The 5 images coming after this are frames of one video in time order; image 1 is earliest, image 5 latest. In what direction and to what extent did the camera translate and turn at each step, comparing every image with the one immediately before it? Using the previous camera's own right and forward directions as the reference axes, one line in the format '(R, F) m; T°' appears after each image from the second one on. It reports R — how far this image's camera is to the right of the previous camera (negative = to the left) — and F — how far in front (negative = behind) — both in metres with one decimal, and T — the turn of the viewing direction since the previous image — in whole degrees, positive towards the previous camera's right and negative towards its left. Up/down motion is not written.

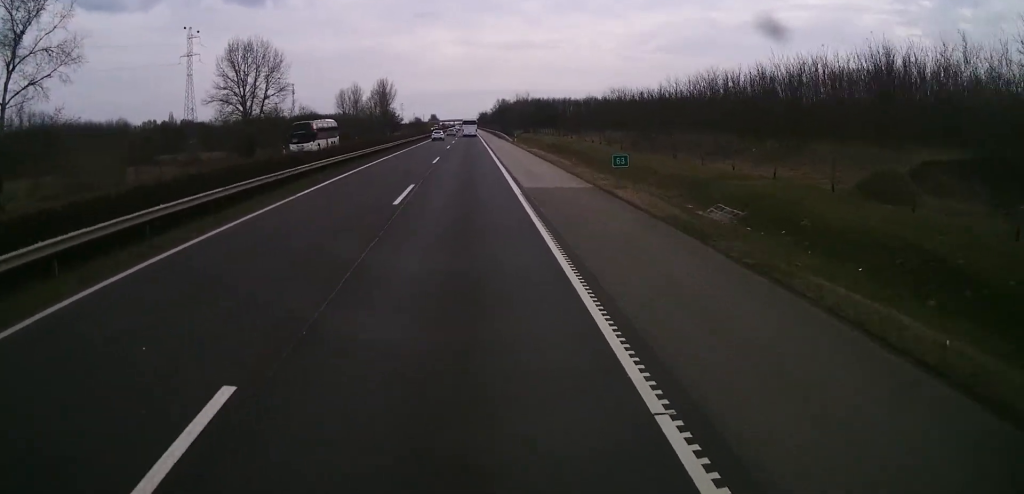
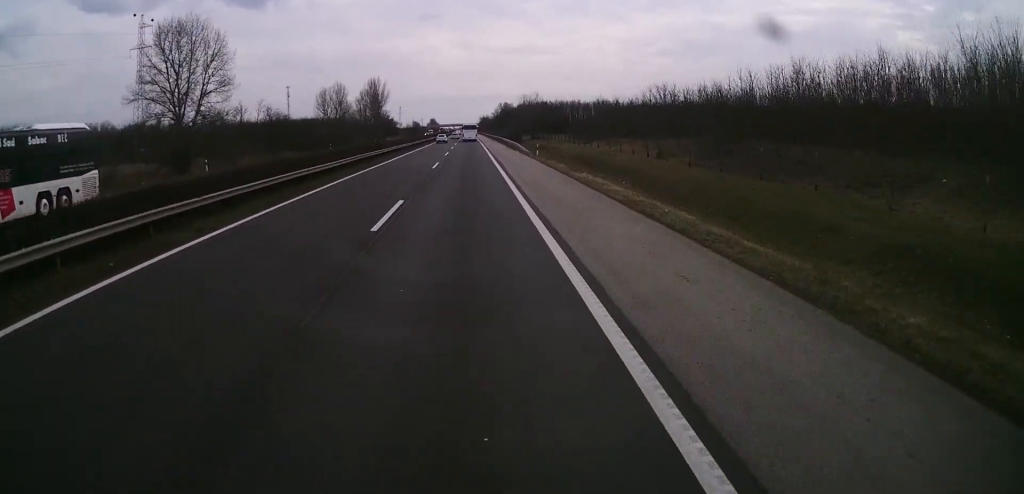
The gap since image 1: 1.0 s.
(+0.1, +23.9) m; -1°
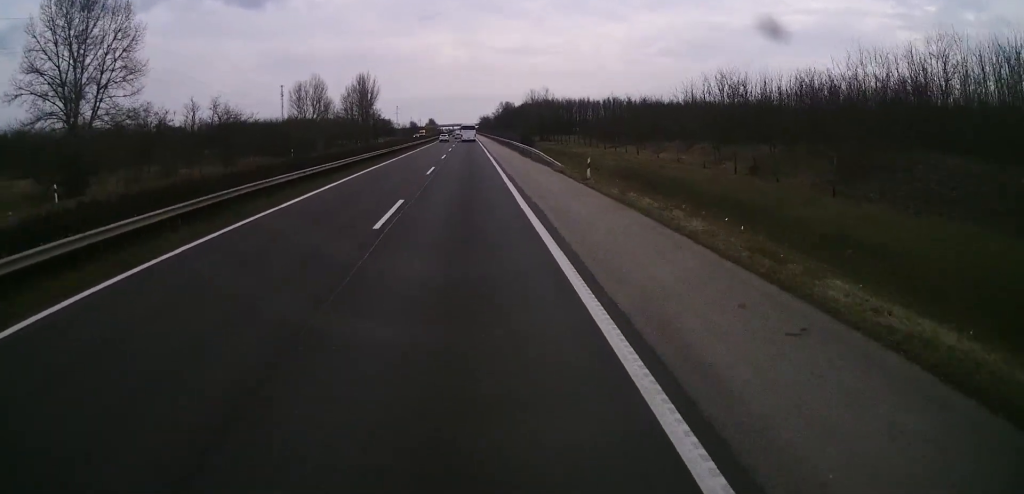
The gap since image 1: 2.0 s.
(-0.3, +22.4) m; +1°
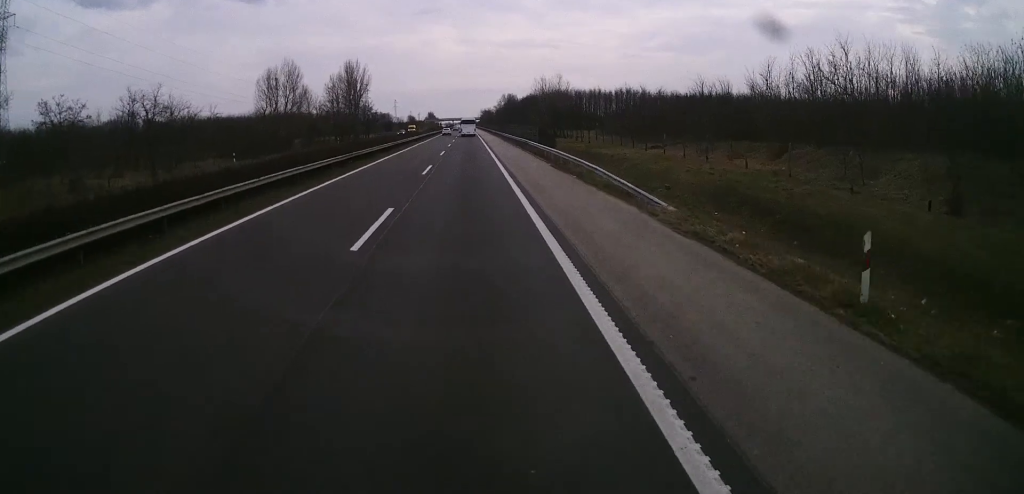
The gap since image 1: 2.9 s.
(+0.5, +20.9) m; 0°
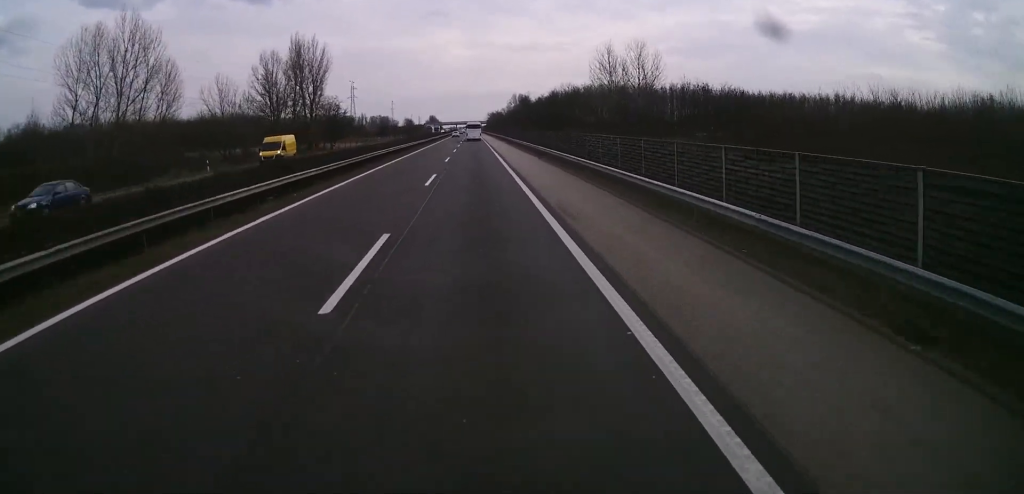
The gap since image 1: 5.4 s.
(-1.3, +57.8) m; -2°
